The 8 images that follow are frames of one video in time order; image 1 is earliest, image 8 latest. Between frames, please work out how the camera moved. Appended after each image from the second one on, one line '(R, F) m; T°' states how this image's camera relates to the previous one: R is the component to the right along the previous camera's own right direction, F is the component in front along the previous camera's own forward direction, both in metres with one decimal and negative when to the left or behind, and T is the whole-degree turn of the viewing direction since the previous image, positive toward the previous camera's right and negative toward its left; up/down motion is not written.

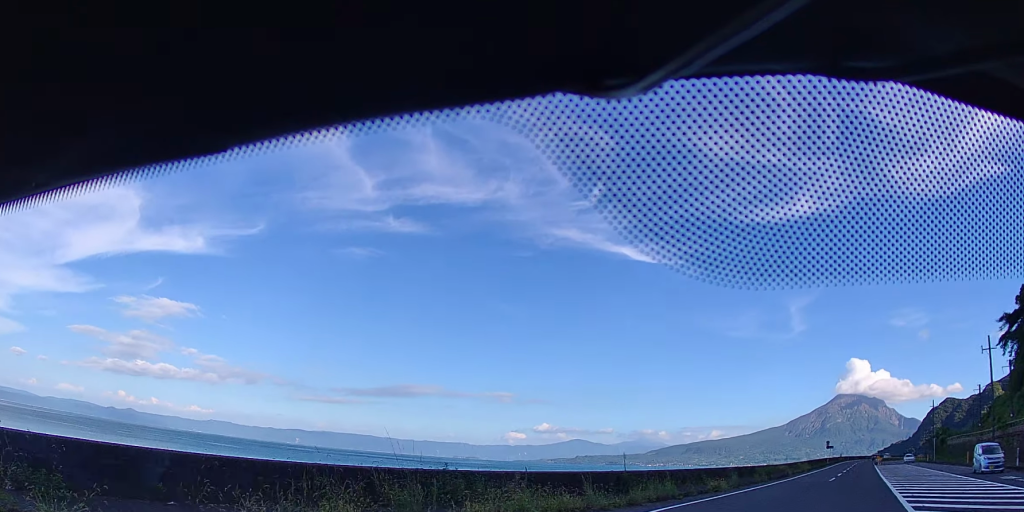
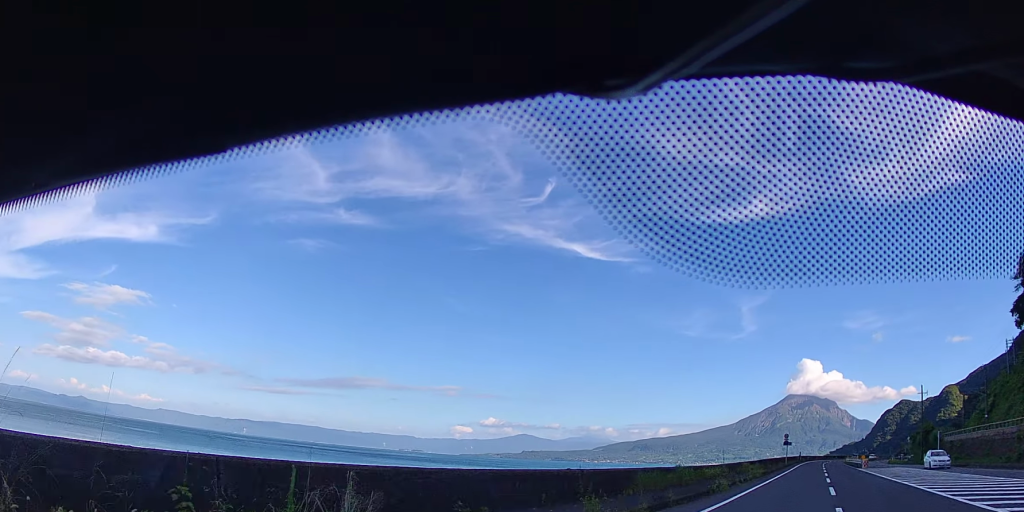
(+0.1, +30.5) m; +1°
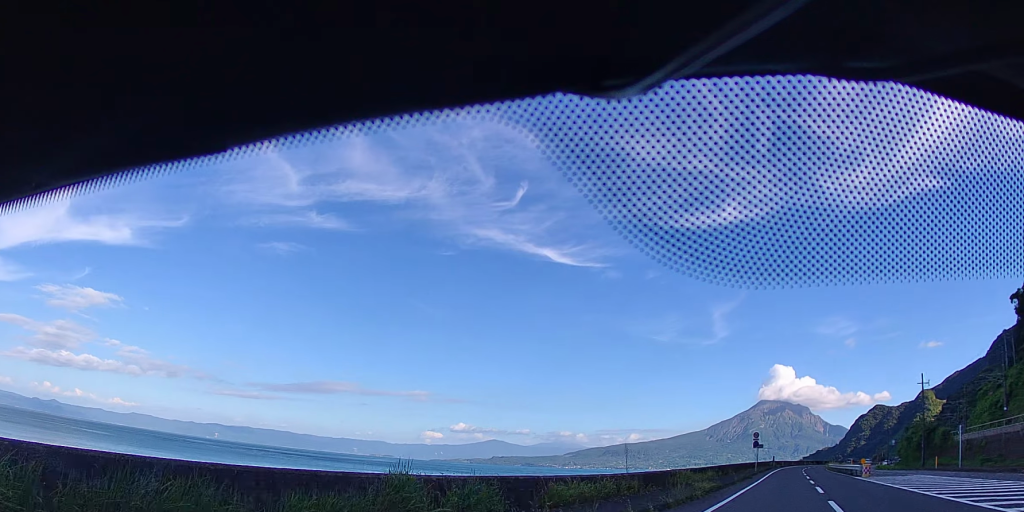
(+0.3, +15.5) m; +3°
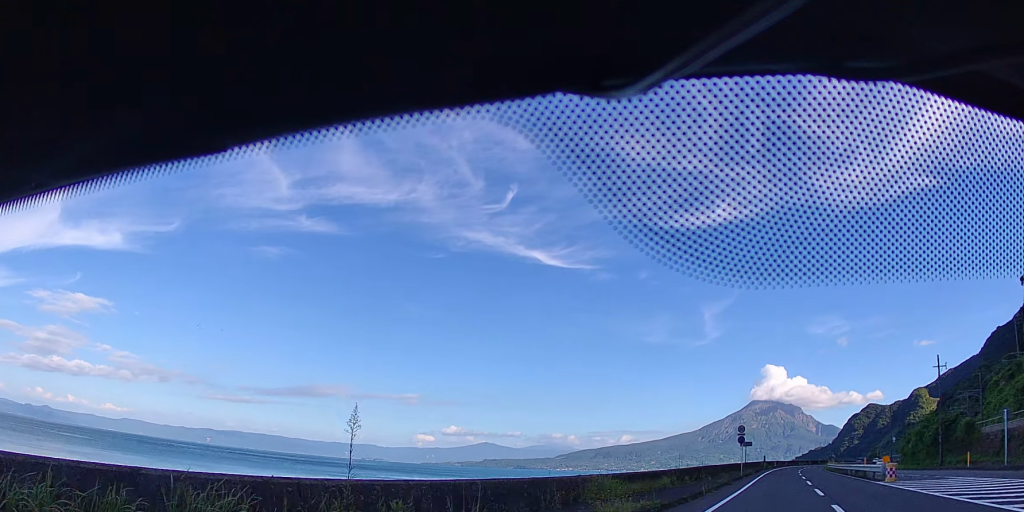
(+0.2, +9.5) m; +2°
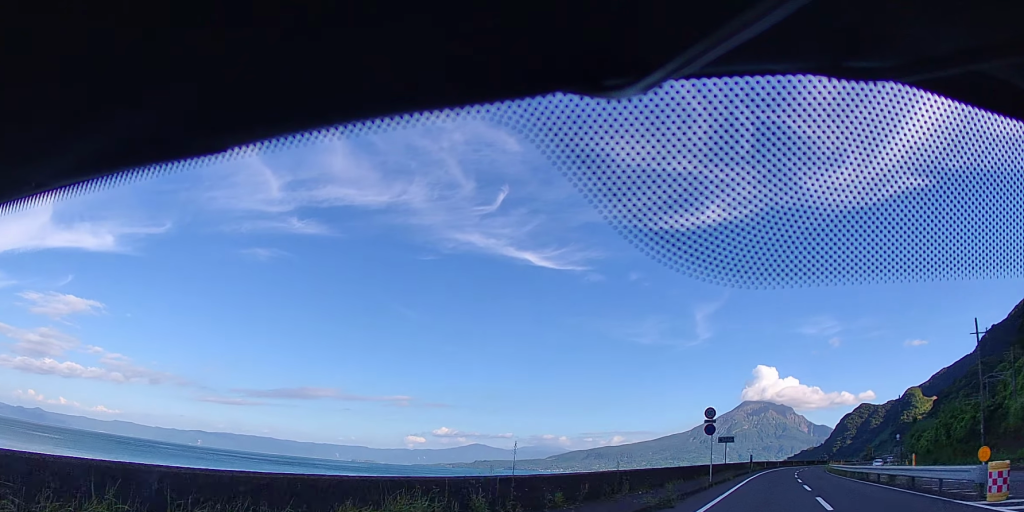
(+0.3, +12.1) m; +1°
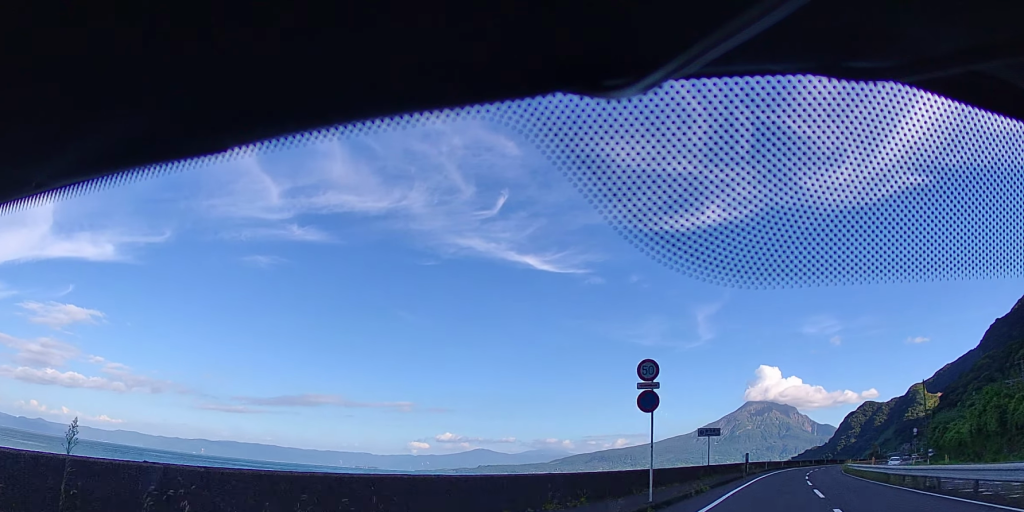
(-0.1, +12.6) m; 0°
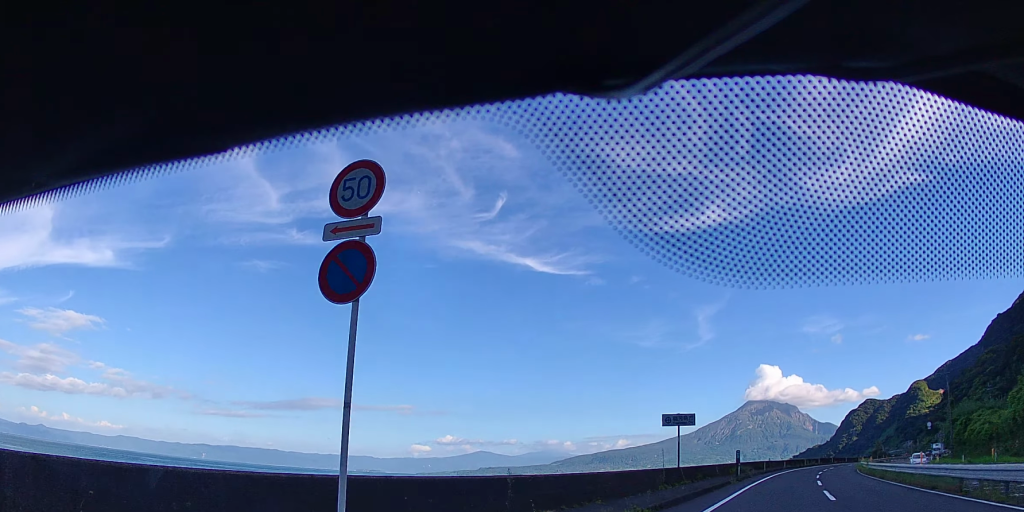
(0.0, +10.6) m; 0°
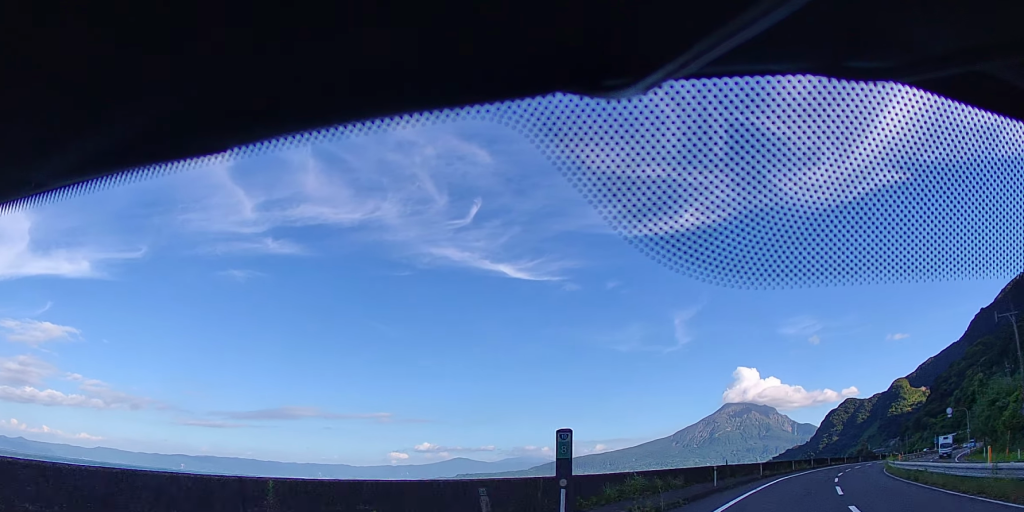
(0.0, +26.8) m; 0°
